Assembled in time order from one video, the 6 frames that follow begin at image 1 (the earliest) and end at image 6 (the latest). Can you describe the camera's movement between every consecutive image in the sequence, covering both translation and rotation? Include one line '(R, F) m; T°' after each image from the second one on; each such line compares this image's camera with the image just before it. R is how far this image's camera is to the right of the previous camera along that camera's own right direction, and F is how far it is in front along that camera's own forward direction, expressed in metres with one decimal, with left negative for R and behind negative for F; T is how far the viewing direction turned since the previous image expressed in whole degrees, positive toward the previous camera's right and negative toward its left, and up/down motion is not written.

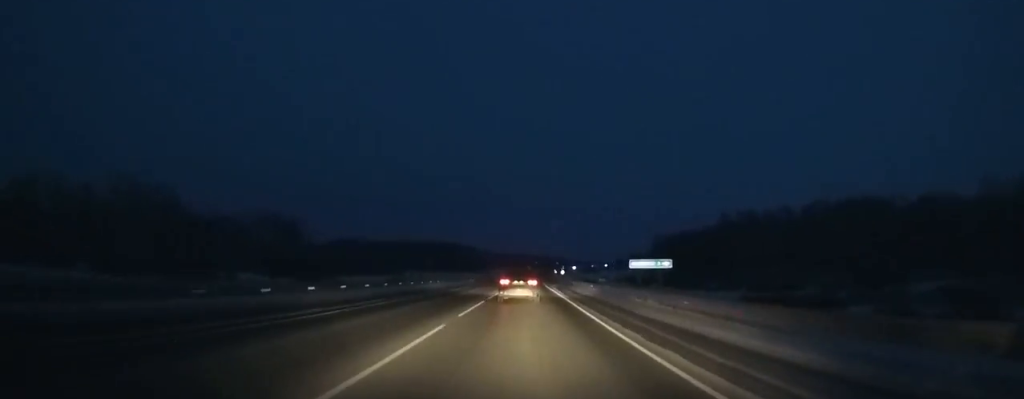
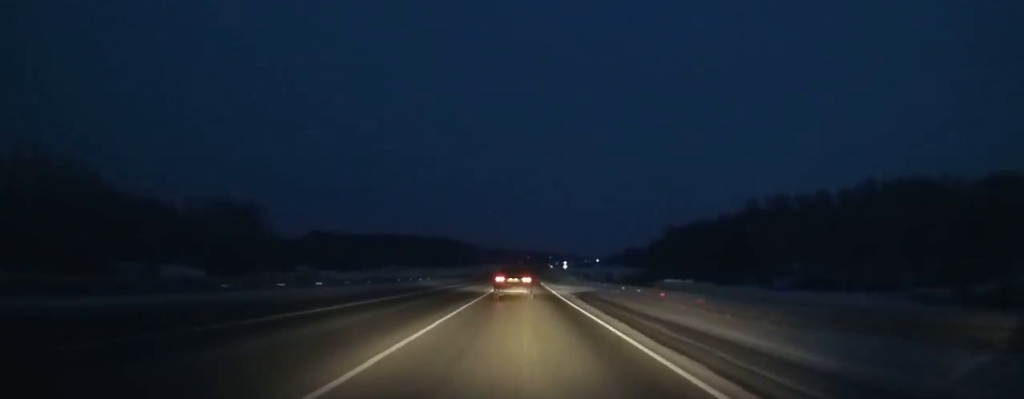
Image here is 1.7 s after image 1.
(+0.2, +34.1) m; +1°
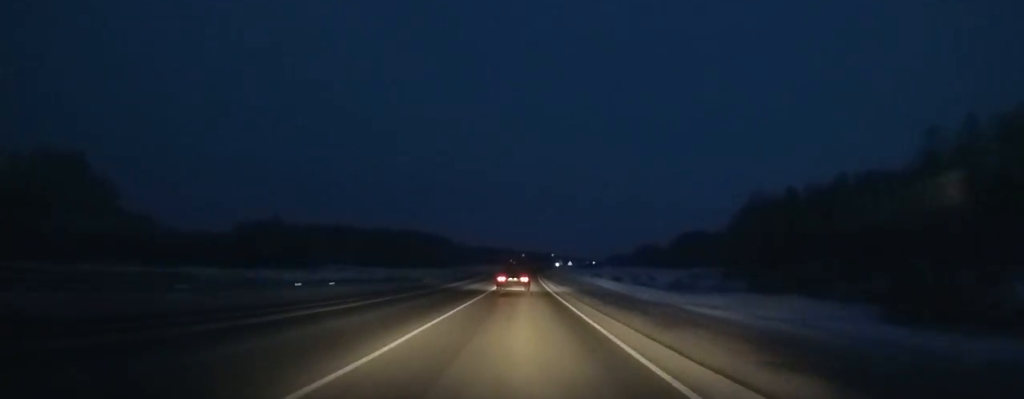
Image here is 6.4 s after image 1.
(+0.9, +95.1) m; +1°
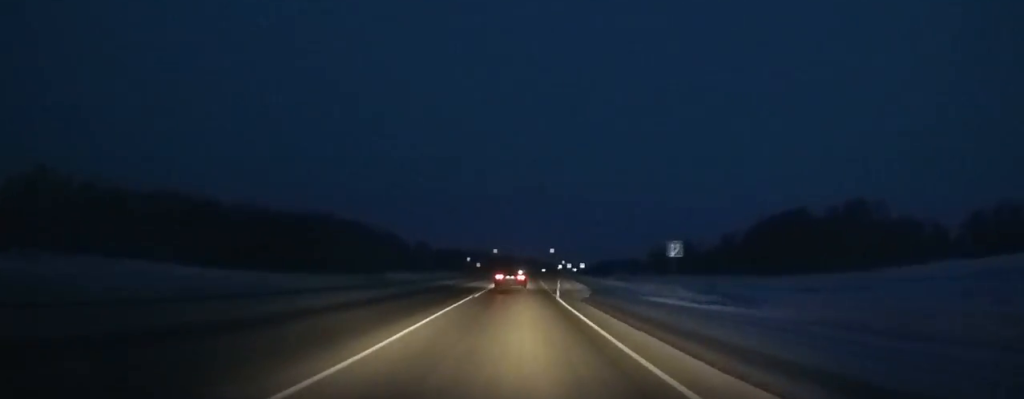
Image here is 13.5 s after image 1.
(+1.8, +145.9) m; +2°
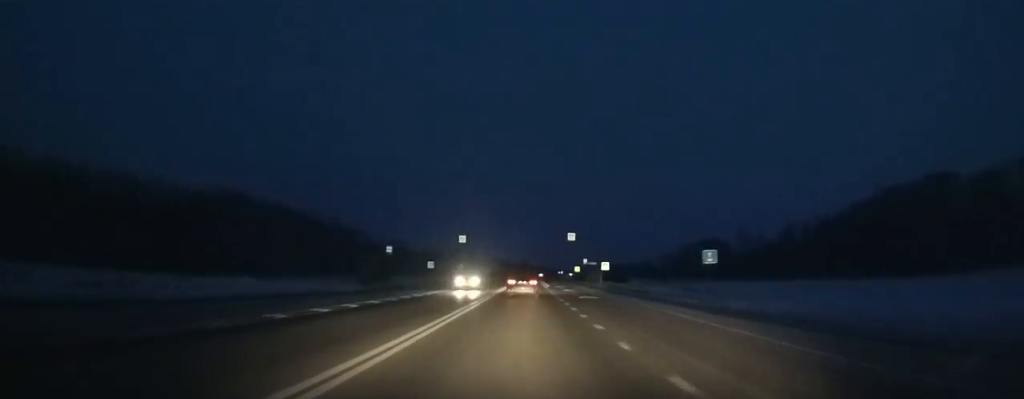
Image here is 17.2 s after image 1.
(+0.7, +76.5) m; +1°
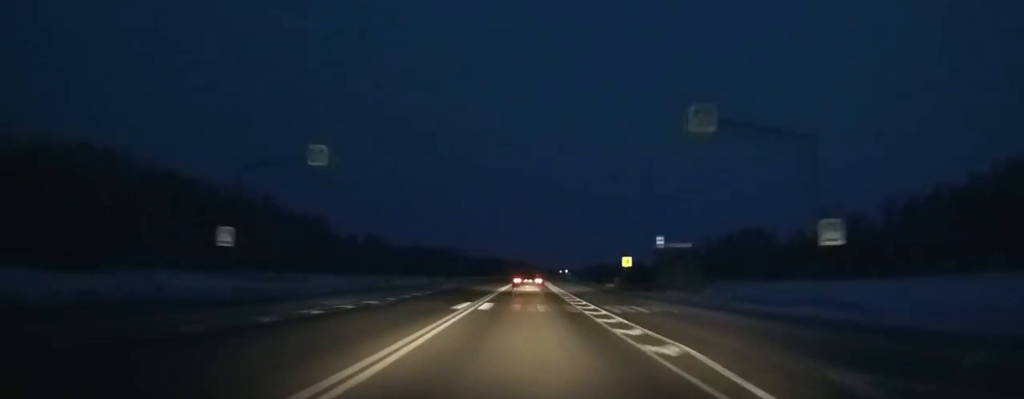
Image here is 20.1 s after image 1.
(+0.4, +59.9) m; +1°
